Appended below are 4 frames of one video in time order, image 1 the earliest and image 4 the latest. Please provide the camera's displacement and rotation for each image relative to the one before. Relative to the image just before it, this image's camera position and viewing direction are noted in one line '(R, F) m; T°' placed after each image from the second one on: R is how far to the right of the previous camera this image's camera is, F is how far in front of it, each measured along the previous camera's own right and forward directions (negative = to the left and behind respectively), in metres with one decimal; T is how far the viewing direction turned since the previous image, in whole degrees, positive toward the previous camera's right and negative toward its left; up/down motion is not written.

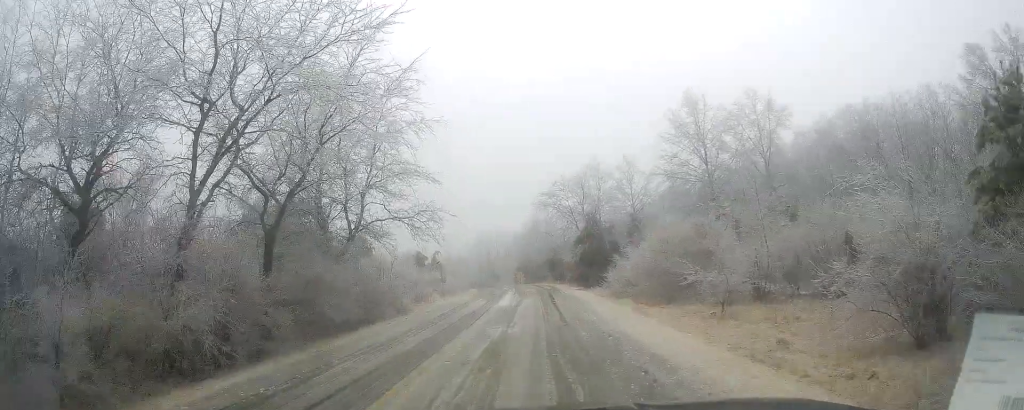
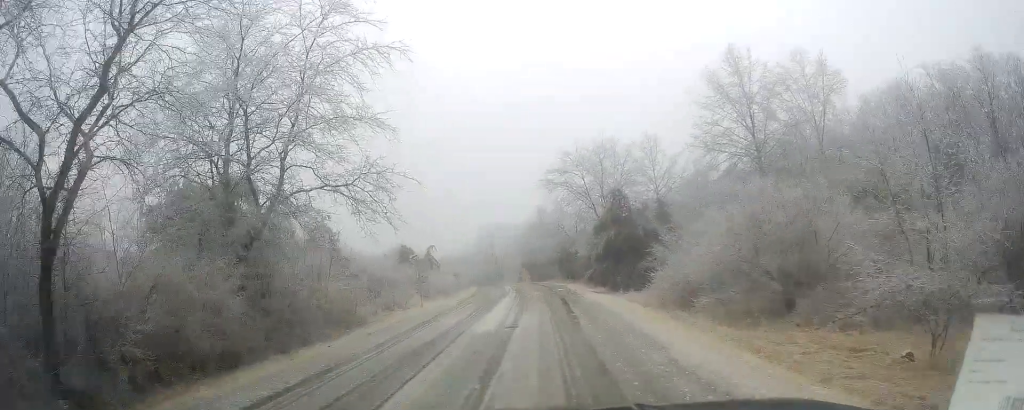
(+0.8, +12.2) m; +2°
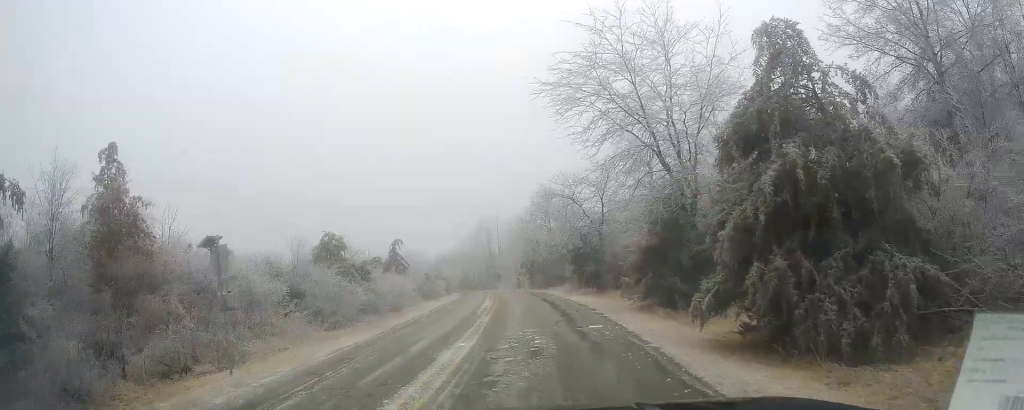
(-2.2, +24.5) m; -4°
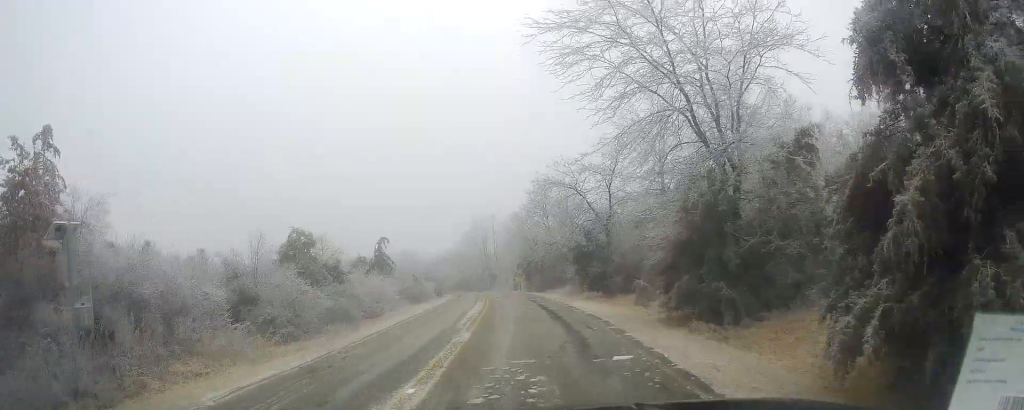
(+0.1, +5.2) m; +2°
